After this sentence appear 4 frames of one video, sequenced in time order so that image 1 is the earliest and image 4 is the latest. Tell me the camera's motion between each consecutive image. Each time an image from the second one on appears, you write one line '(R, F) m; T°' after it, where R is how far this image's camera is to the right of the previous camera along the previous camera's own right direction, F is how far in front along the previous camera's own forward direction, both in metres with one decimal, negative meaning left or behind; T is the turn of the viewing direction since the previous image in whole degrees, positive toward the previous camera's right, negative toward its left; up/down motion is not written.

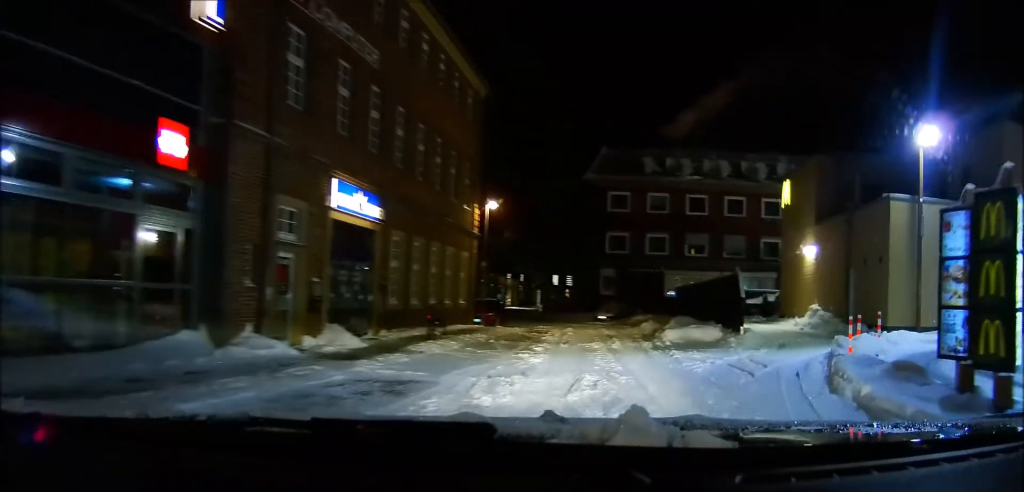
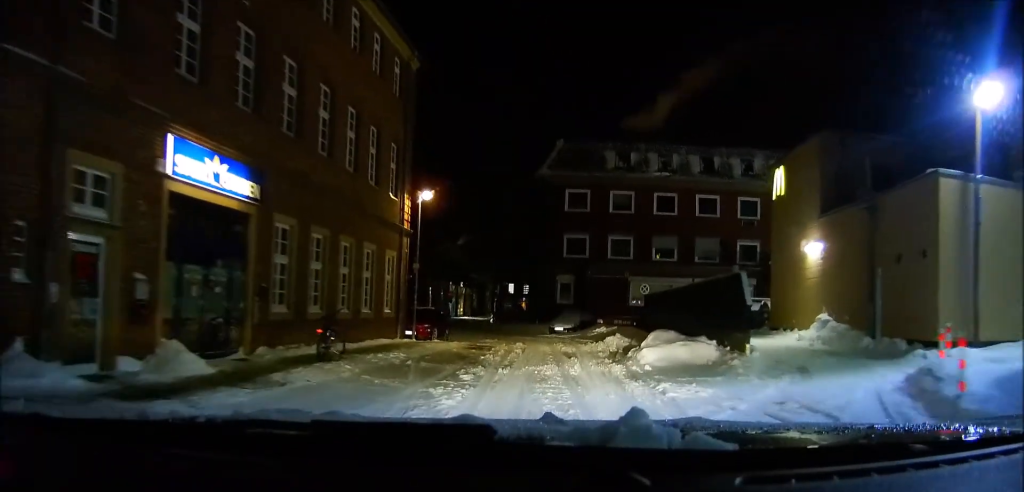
(0.0, +5.5) m; 0°
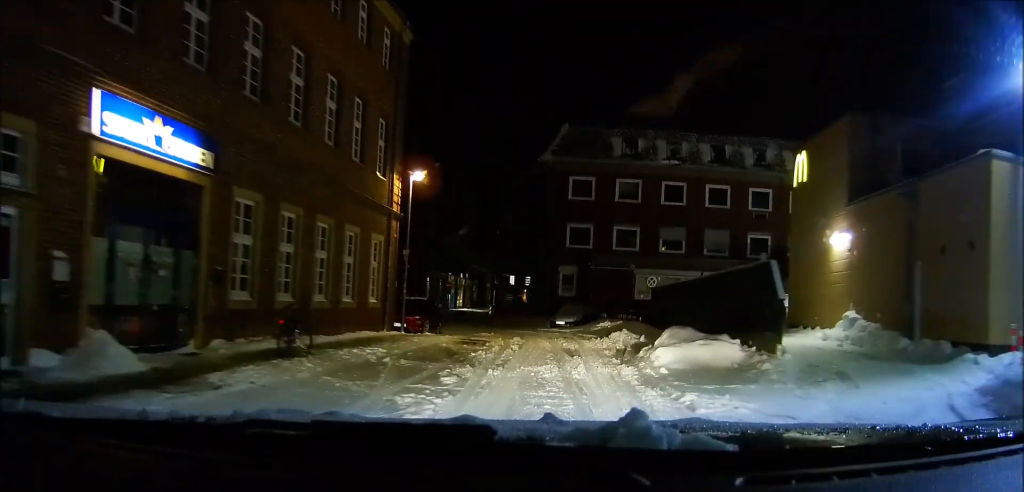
(0.0, +2.5) m; 0°
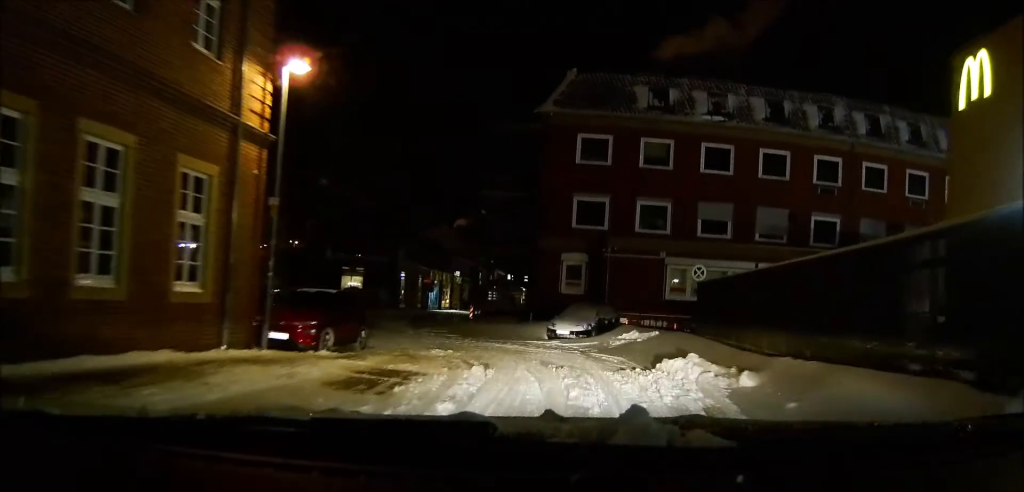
(+0.3, +12.3) m; +3°
